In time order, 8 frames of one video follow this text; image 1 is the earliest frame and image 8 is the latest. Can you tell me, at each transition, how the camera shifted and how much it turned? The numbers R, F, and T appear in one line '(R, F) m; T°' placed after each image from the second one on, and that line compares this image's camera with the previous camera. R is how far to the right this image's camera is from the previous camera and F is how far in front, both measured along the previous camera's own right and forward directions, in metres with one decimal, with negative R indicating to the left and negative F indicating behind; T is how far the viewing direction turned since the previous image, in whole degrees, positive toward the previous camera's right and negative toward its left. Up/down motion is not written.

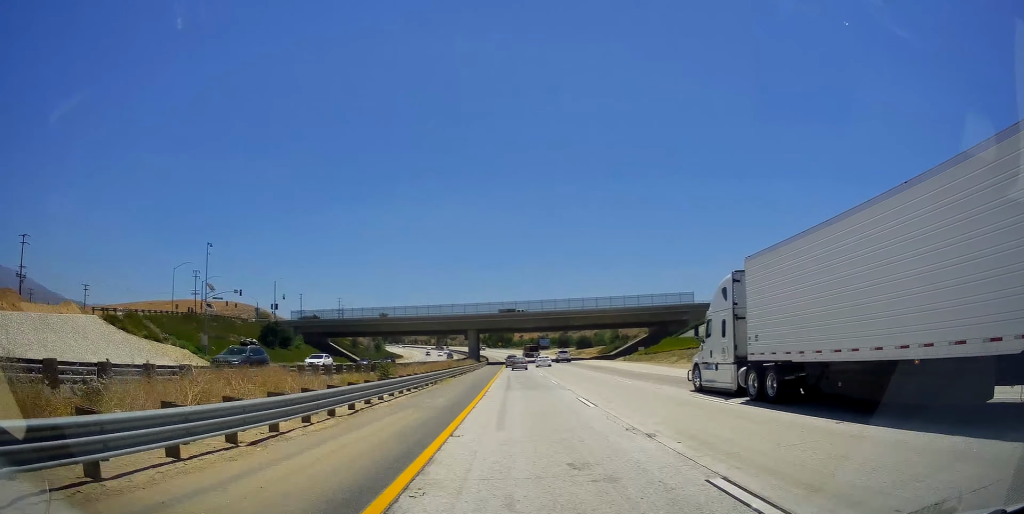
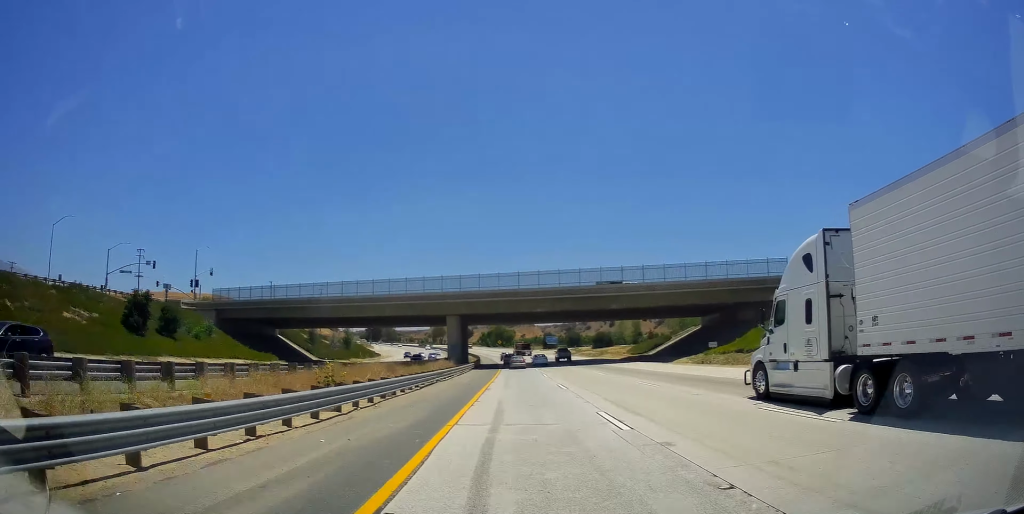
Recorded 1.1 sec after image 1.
(0.0, +33.1) m; 0°
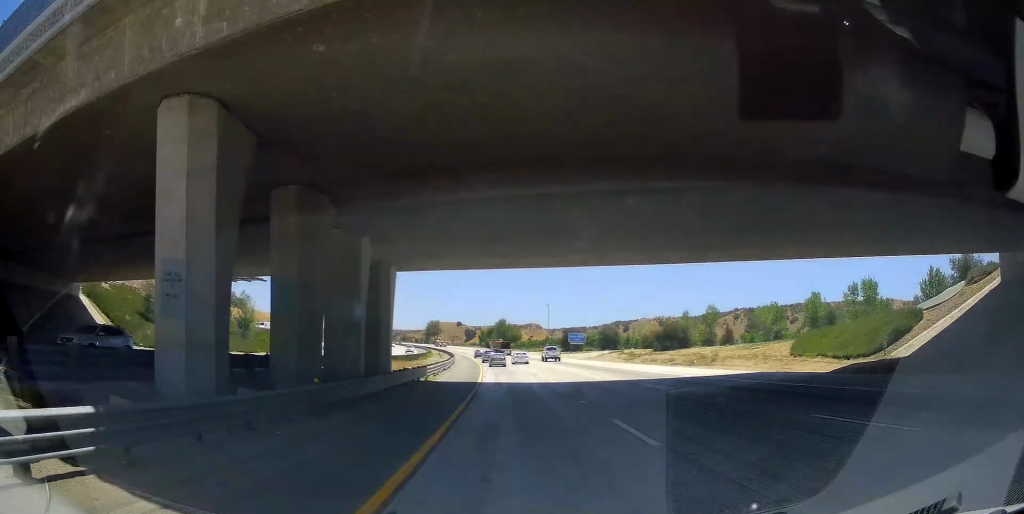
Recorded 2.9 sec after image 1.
(+0.2, +58.0) m; -1°
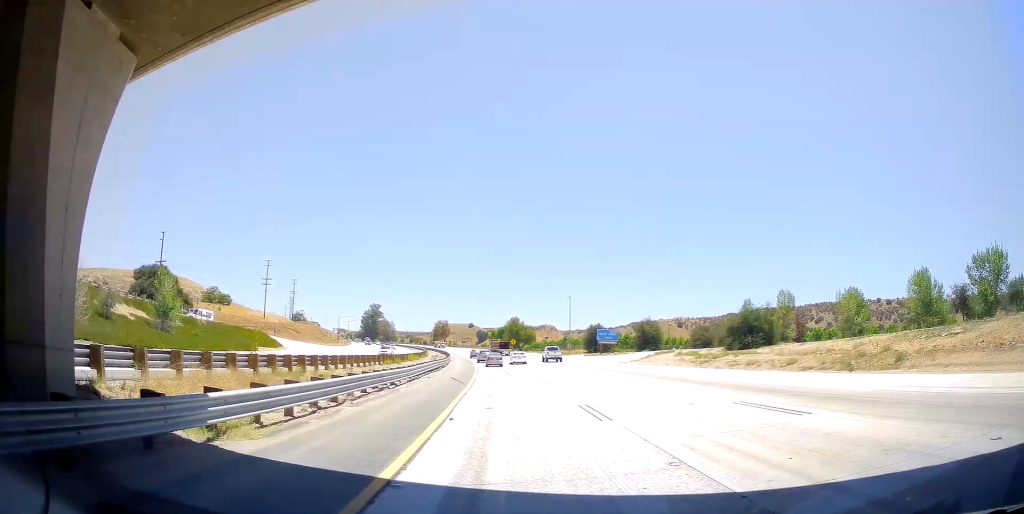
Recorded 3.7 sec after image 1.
(-0.5, +25.9) m; -1°
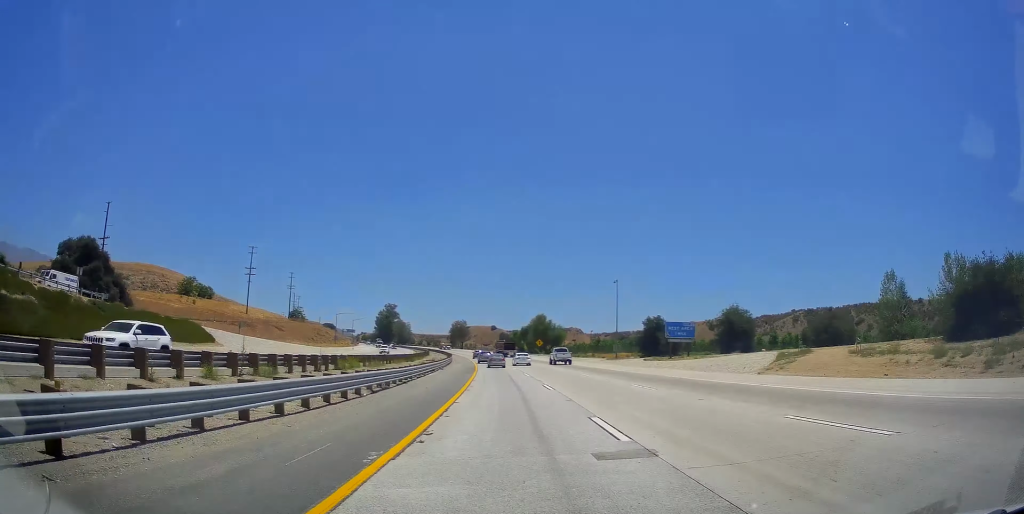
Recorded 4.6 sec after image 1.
(-0.4, +32.7) m; -1°
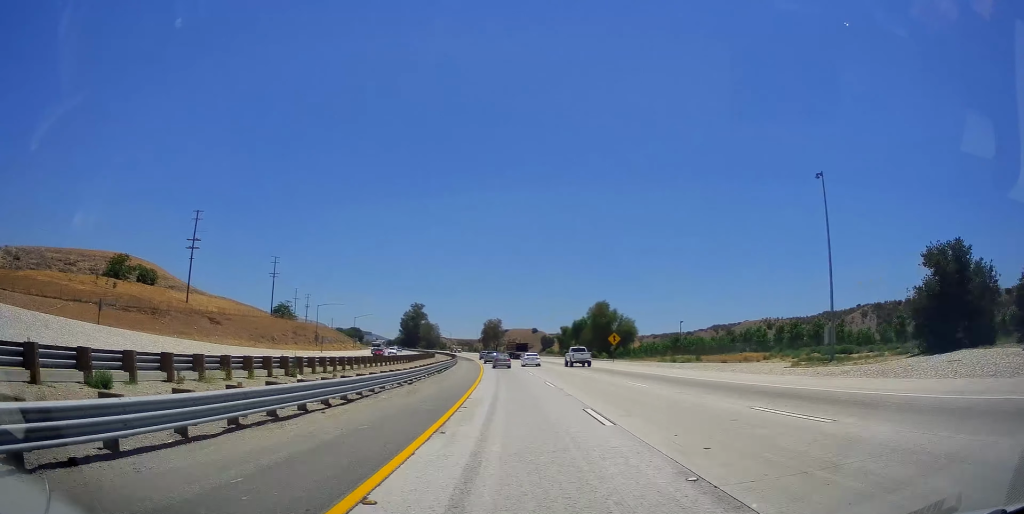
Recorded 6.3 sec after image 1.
(-1.5, +55.3) m; -5°
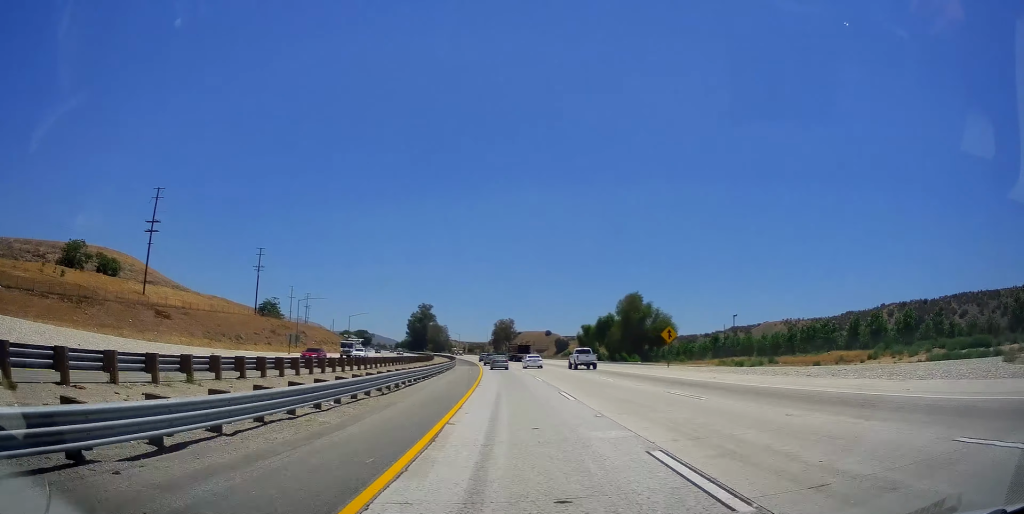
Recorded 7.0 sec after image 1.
(-0.4, +21.4) m; -2°
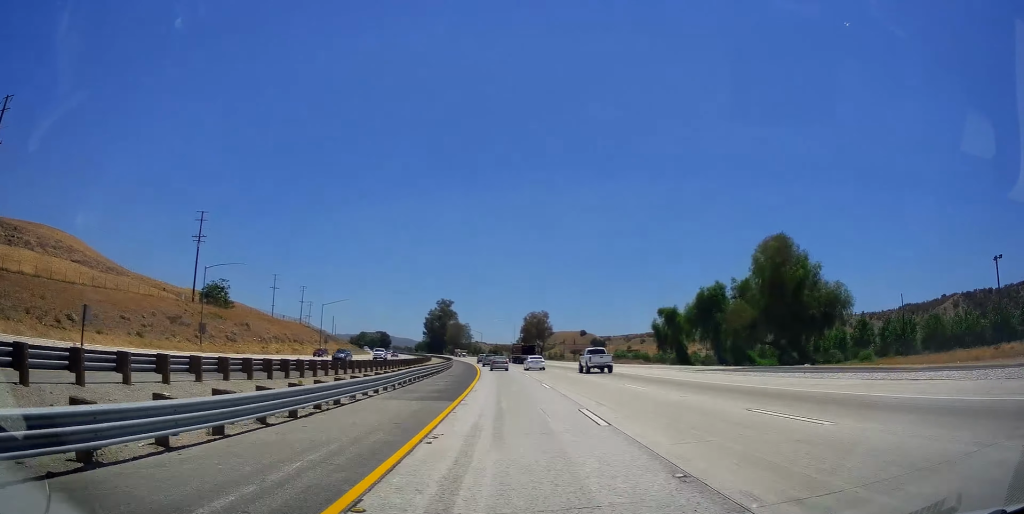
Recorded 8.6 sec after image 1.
(-1.6, +52.4) m; -3°
